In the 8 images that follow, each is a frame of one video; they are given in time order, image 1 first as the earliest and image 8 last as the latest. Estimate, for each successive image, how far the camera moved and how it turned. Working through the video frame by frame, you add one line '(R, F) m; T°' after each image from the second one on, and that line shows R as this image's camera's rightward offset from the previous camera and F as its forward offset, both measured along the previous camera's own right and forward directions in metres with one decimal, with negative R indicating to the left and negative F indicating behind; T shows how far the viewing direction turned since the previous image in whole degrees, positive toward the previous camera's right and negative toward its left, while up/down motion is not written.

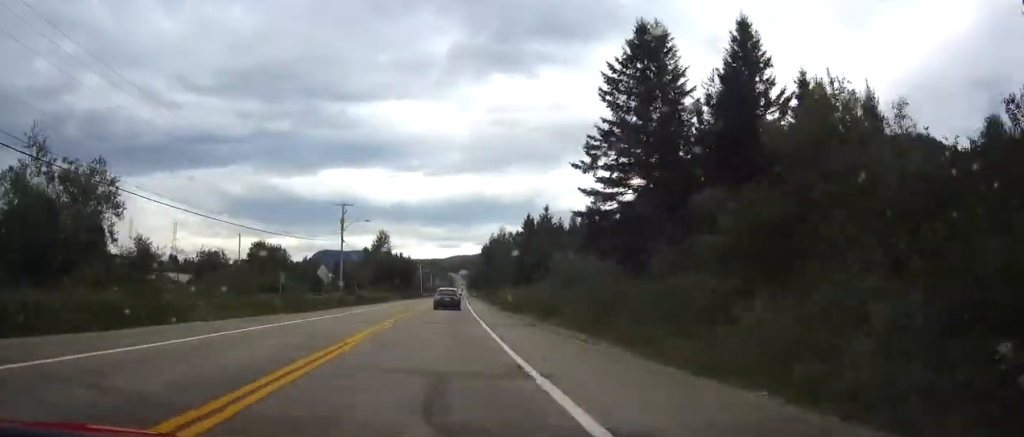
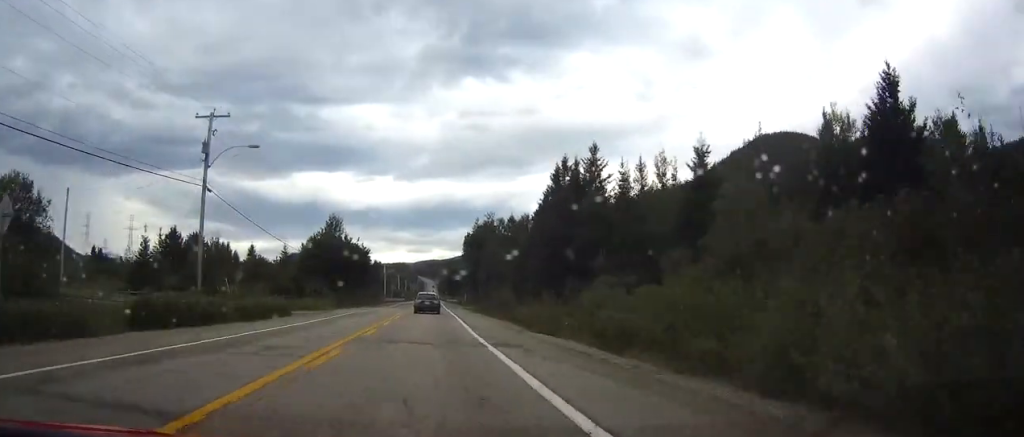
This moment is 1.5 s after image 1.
(+0.8, +44.5) m; +2°
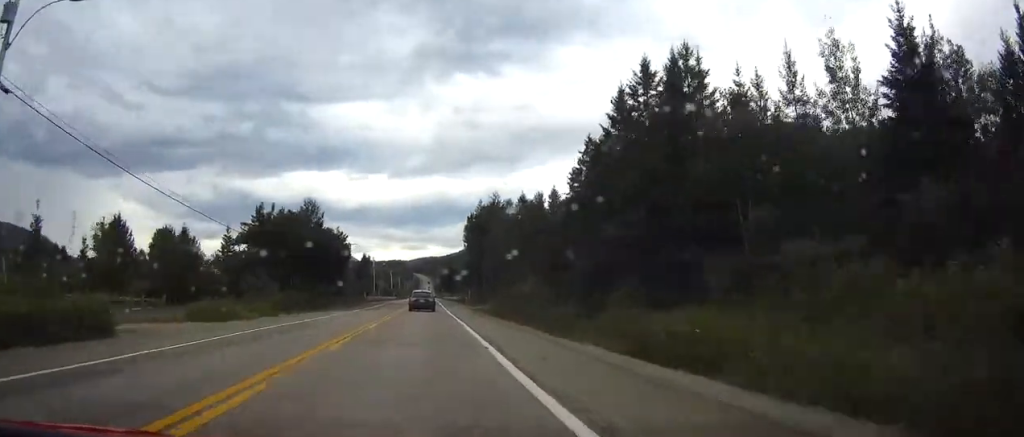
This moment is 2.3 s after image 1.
(+0.2, +23.0) m; +1°
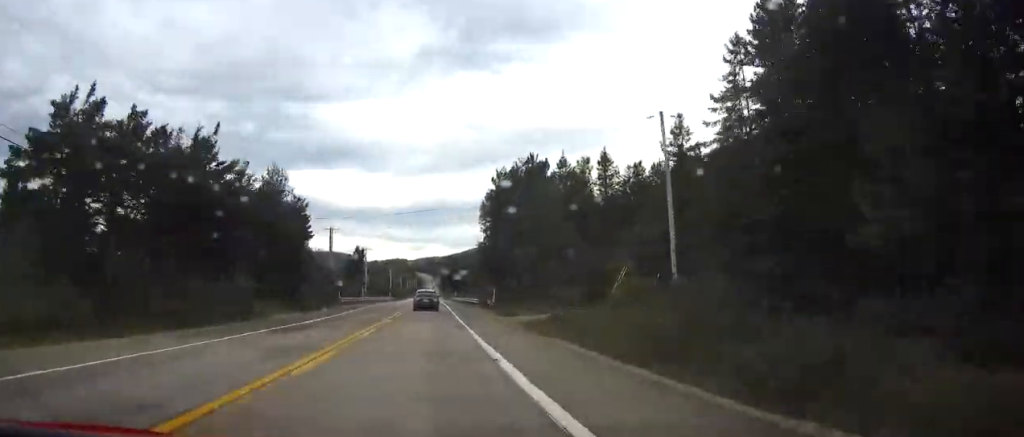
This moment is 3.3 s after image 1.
(0.0, +30.2) m; 0°
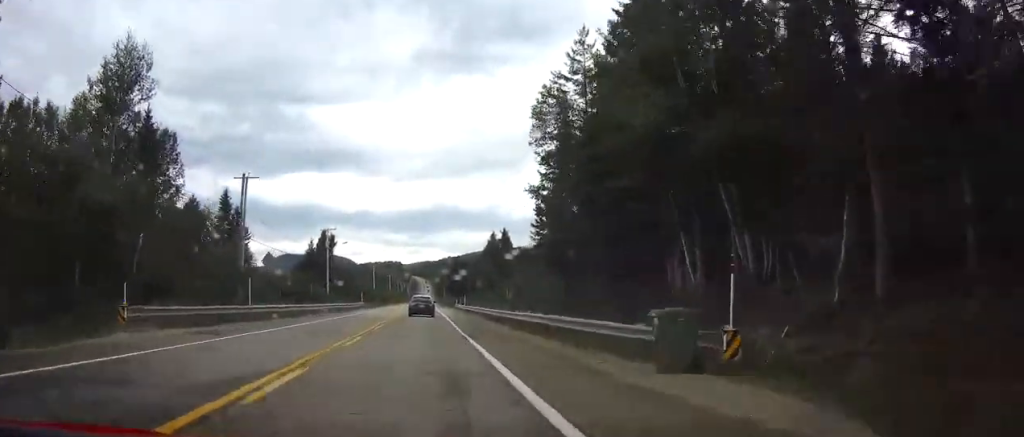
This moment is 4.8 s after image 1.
(0.0, +46.8) m; 0°
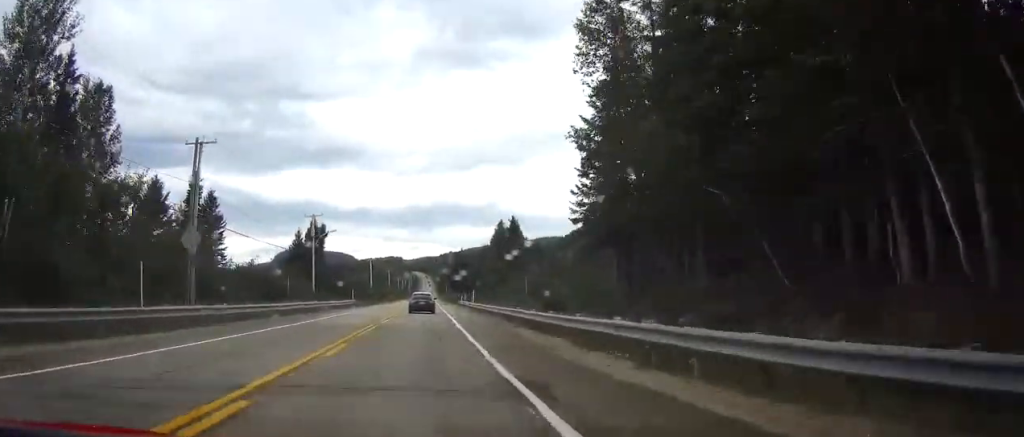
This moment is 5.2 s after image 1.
(0.0, +12.3) m; 0°
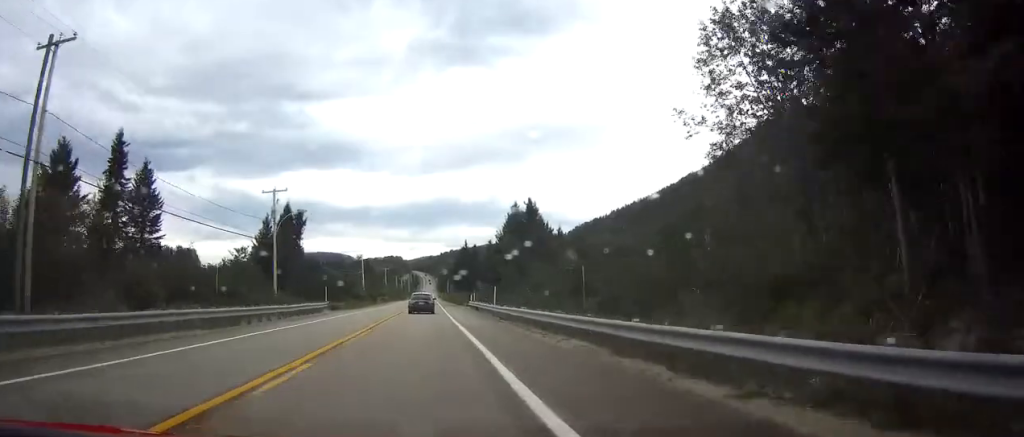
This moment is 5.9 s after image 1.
(0.0, +20.5) m; 0°
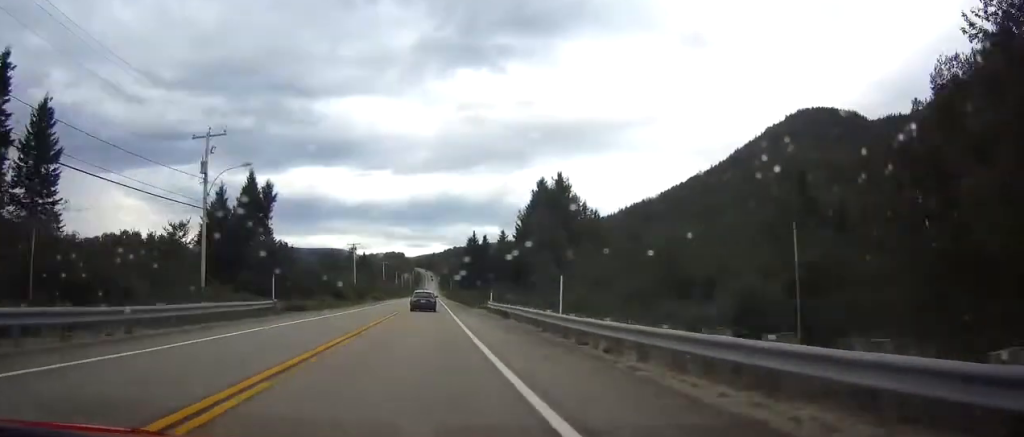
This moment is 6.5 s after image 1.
(0.0, +20.5) m; 0°
